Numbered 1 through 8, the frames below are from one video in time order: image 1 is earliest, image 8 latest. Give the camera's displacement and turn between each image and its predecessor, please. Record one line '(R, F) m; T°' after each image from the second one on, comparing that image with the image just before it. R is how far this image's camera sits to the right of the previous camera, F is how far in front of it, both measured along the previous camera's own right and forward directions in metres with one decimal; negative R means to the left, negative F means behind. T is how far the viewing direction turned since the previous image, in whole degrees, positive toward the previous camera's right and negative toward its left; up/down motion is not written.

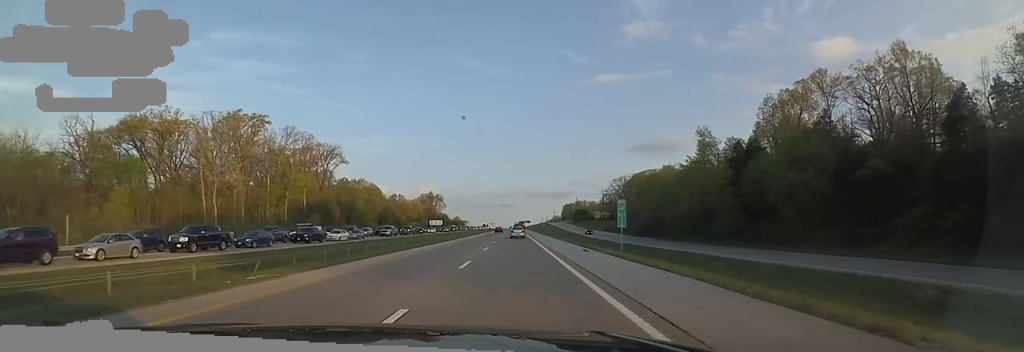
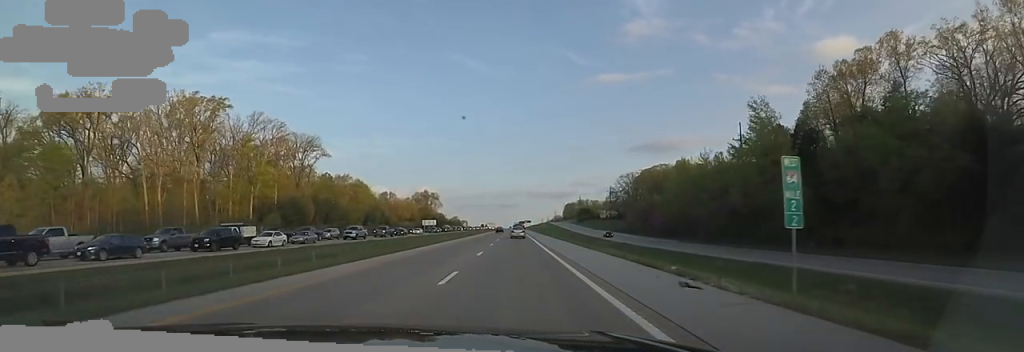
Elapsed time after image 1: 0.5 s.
(+0.4, +16.4) m; -1°
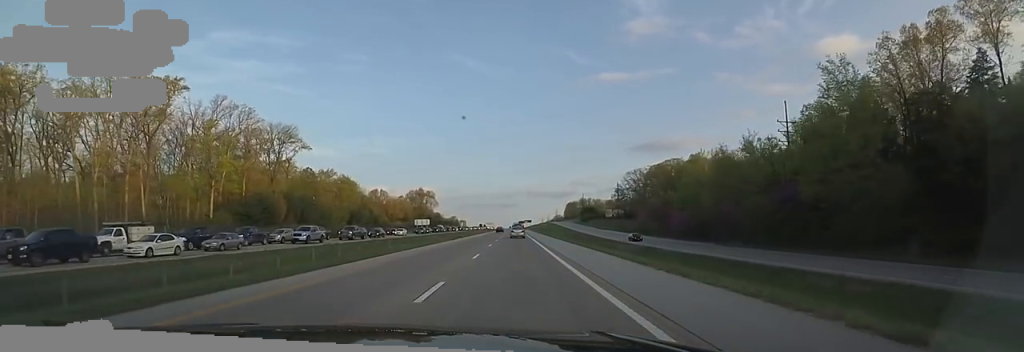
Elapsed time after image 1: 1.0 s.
(+0.6, +14.3) m; -1°
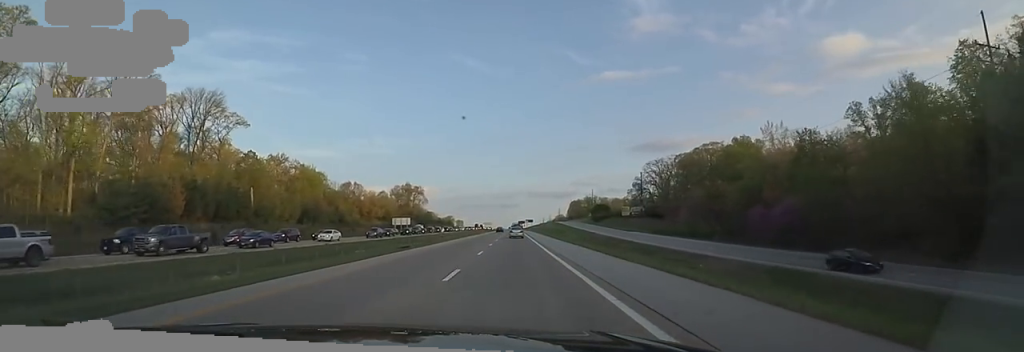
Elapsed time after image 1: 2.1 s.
(-1.5, +32.7) m; 0°
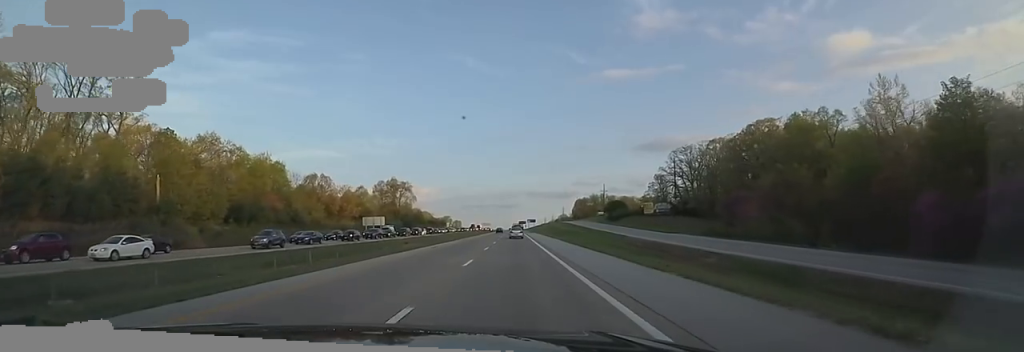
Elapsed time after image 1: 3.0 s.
(+1.6, +29.8) m; +3°
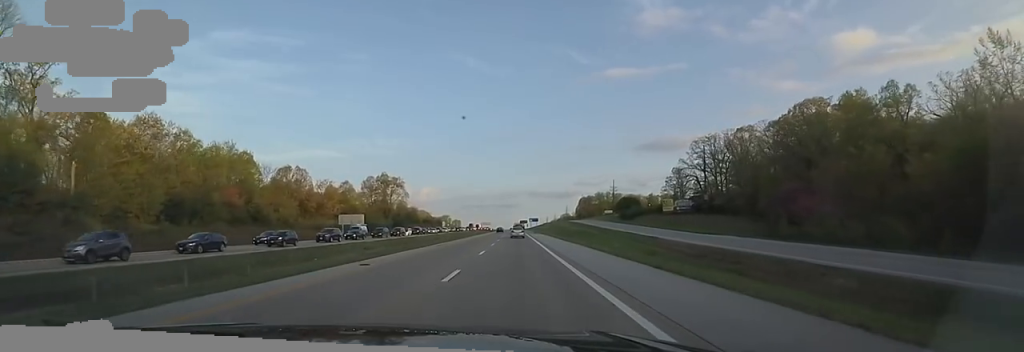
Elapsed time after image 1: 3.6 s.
(-0.1, +17.5) m; -1°
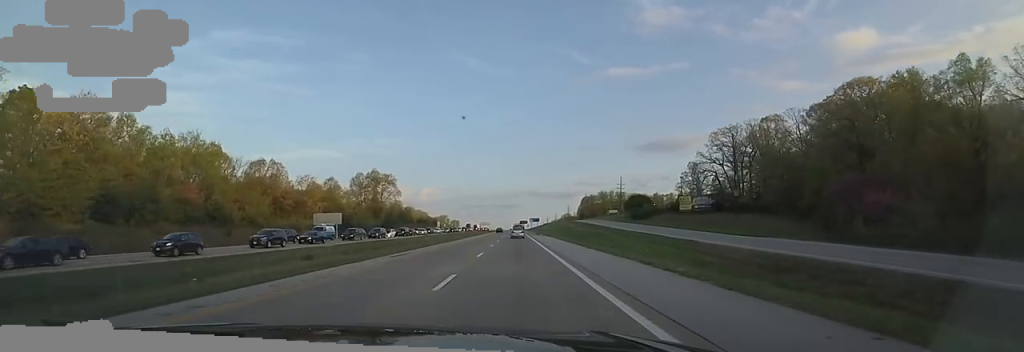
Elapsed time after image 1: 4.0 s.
(+0.1, +13.4) m; -1°
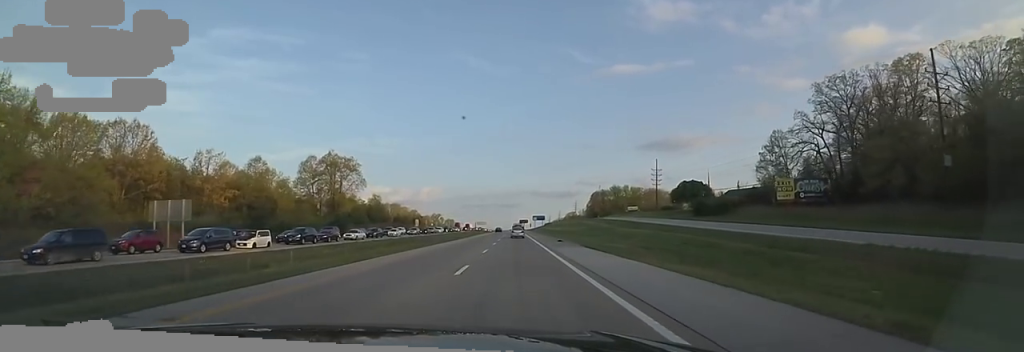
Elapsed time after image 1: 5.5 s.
(-0.2, +46.2) m; 0°
